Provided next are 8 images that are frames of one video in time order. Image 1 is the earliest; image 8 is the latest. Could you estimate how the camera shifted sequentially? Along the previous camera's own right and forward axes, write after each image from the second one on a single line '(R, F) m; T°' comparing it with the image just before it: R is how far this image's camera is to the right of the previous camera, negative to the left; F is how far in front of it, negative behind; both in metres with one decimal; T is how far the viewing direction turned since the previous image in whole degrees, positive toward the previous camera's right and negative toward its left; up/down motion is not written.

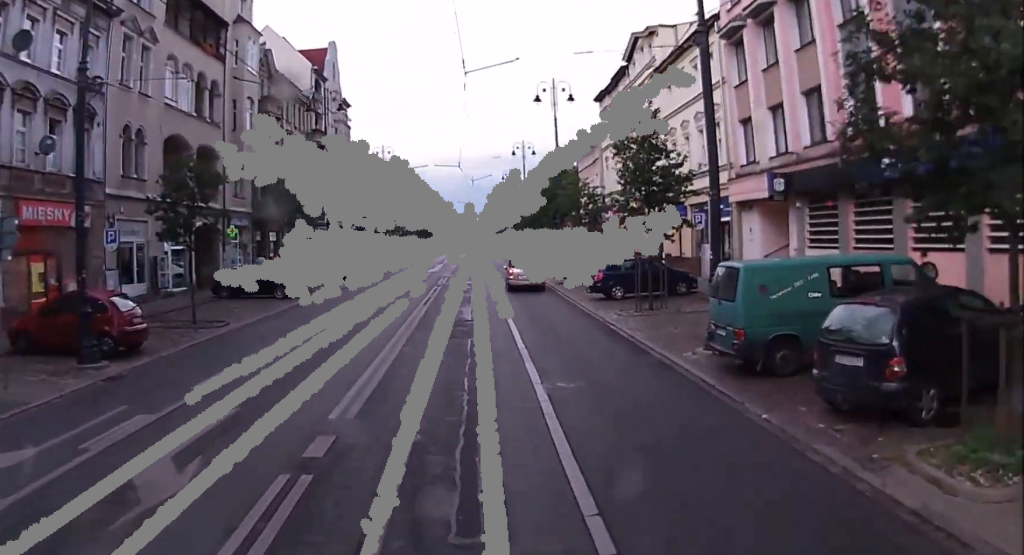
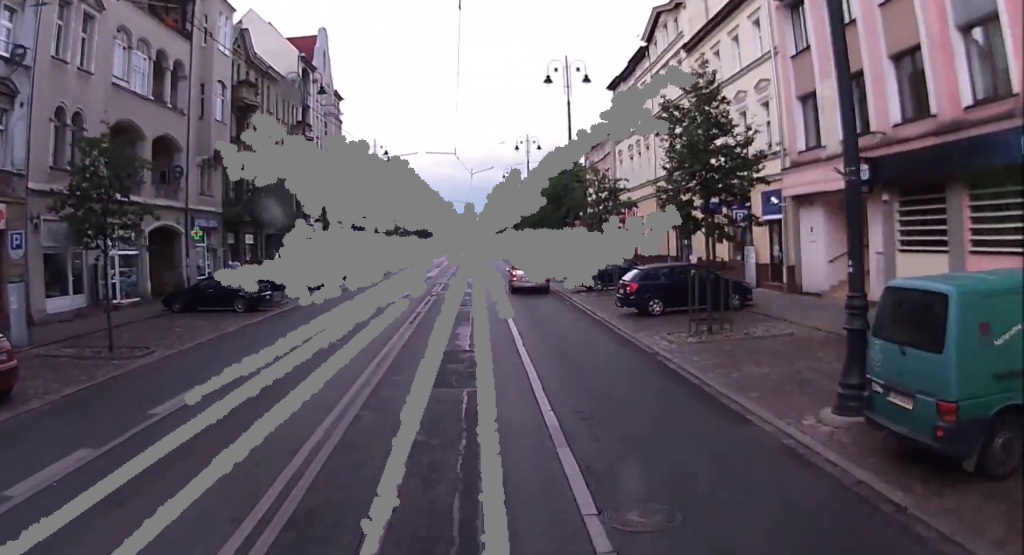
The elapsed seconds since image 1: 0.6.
(-0.1, +5.8) m; +1°
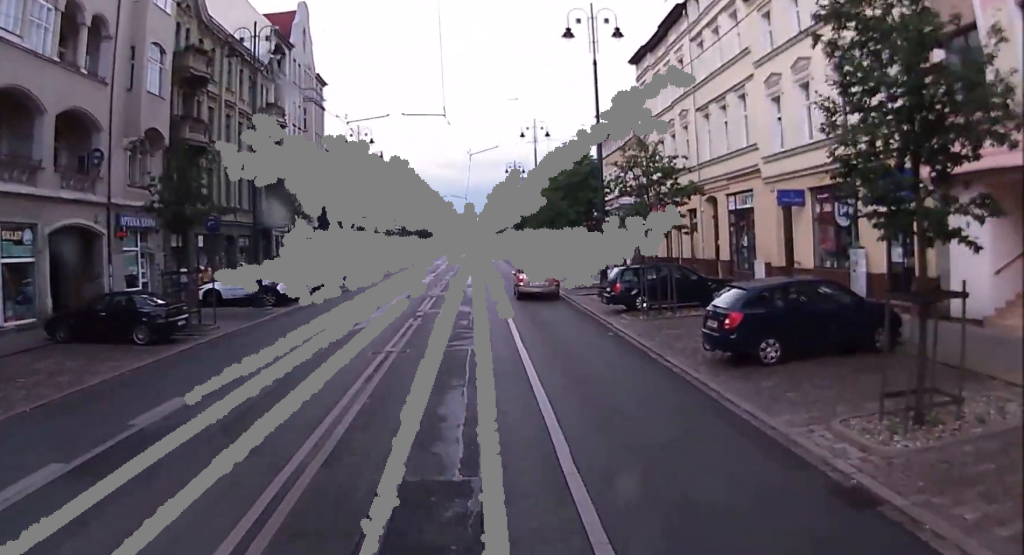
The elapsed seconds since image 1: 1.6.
(+0.3, +8.6) m; 0°
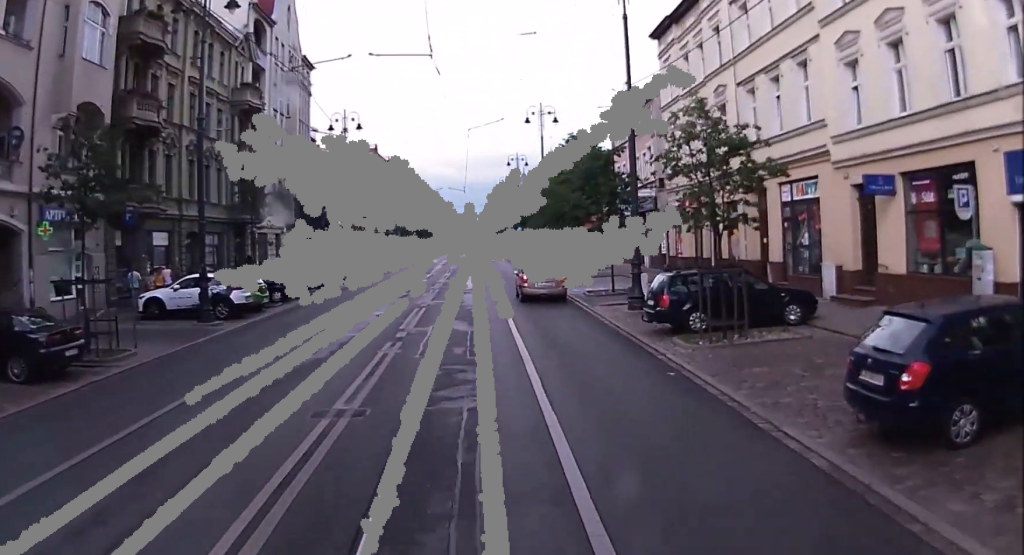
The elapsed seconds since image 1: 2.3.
(-0.1, +5.9) m; -1°
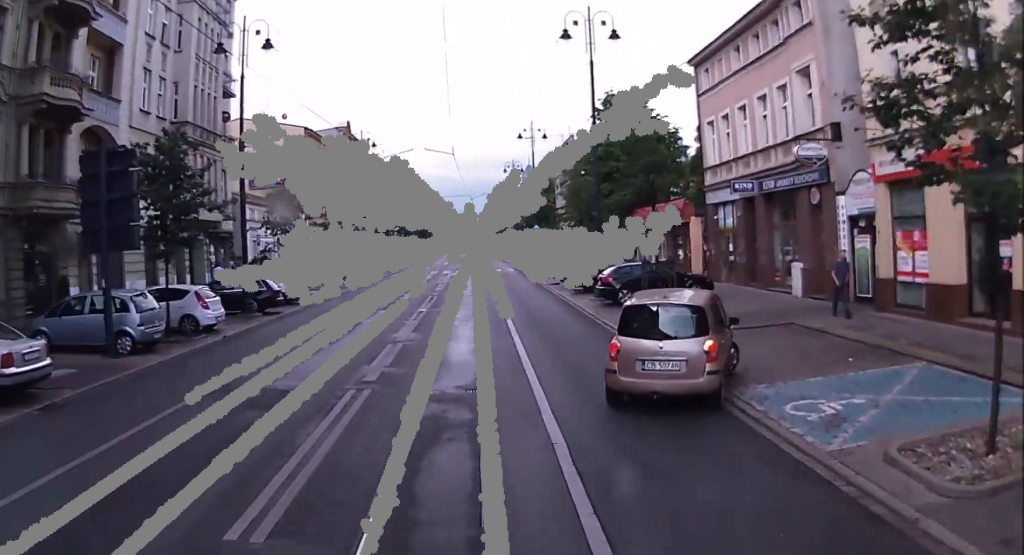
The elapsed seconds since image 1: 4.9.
(-0.2, +22.4) m; +2°
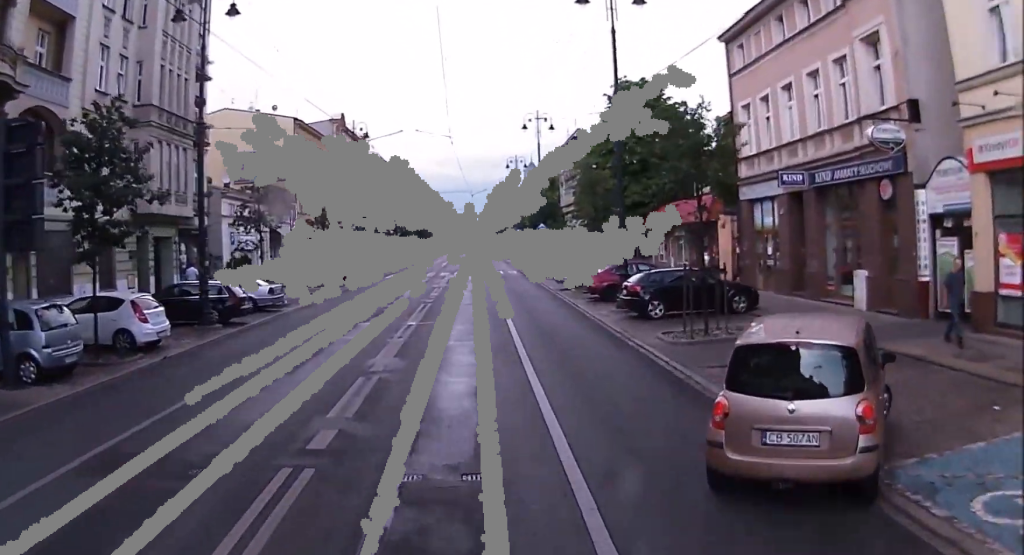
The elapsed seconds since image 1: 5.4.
(+0.1, +4.4) m; +1°
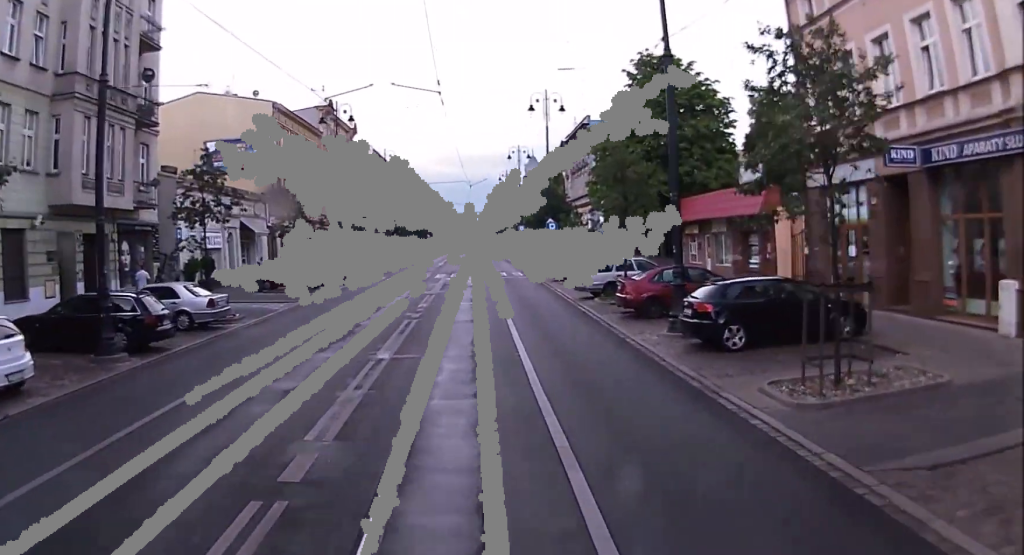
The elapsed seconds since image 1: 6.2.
(+0.1, +6.6) m; -1°
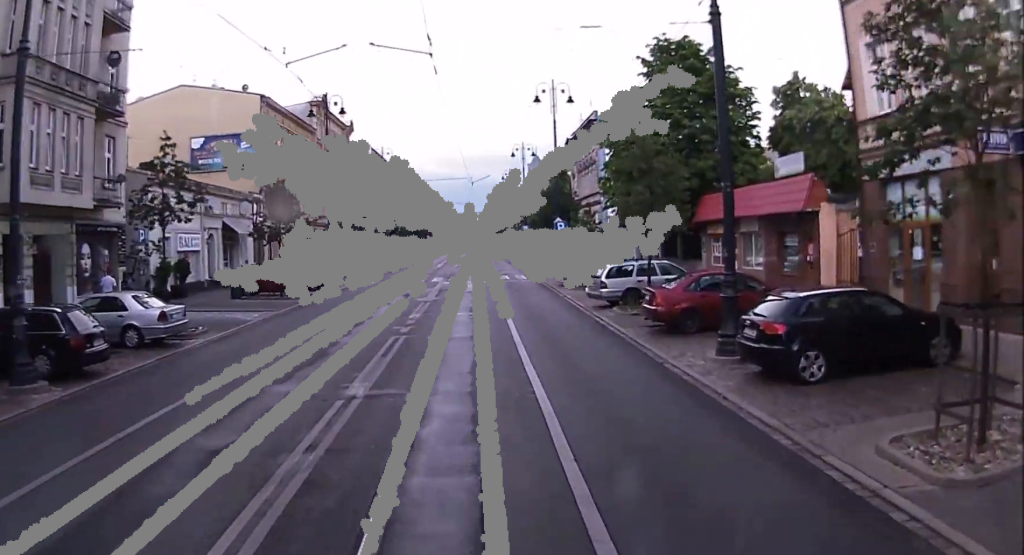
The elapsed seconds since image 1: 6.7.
(+0.1, +3.6) m; -1°
